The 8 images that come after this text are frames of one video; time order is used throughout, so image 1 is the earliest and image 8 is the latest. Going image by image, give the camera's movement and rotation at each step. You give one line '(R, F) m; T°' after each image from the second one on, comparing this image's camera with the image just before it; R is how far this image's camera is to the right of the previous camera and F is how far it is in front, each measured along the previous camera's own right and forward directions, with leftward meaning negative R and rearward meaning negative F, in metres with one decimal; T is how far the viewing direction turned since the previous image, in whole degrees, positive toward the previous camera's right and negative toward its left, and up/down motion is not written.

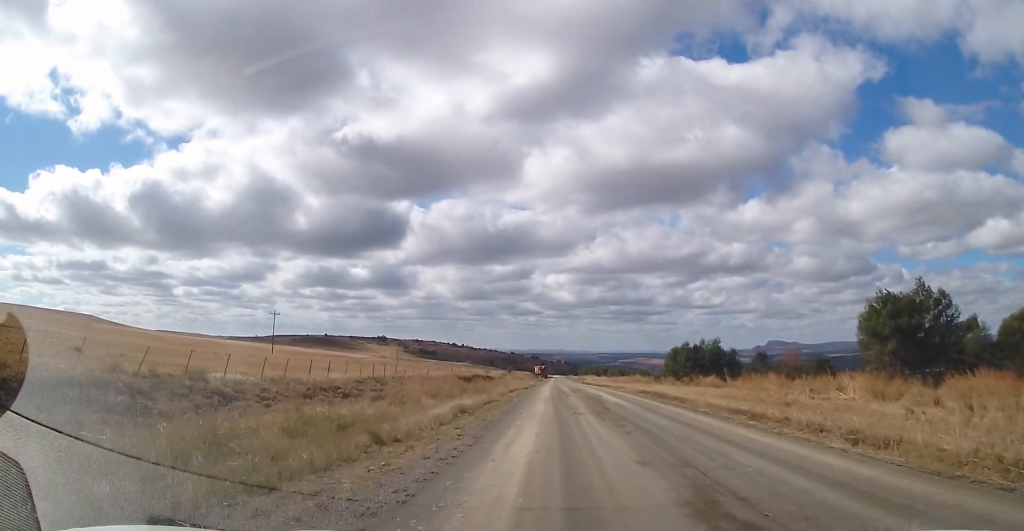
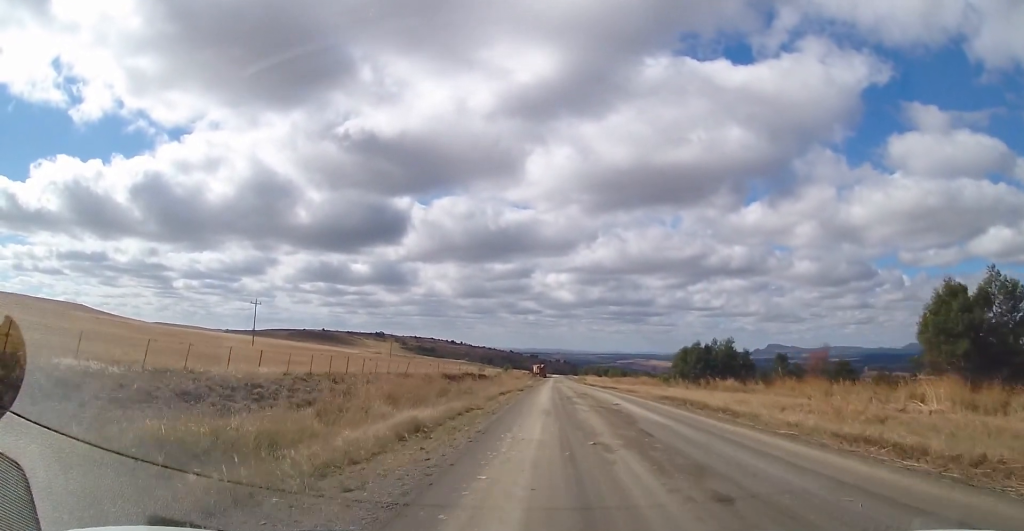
(-0.3, +8.8) m; 0°
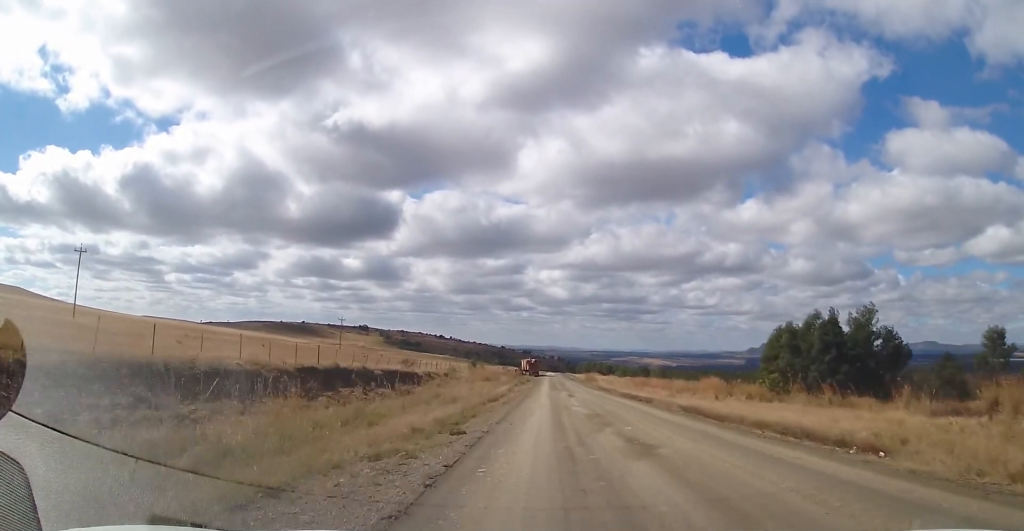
(+0.9, +50.0) m; +2°
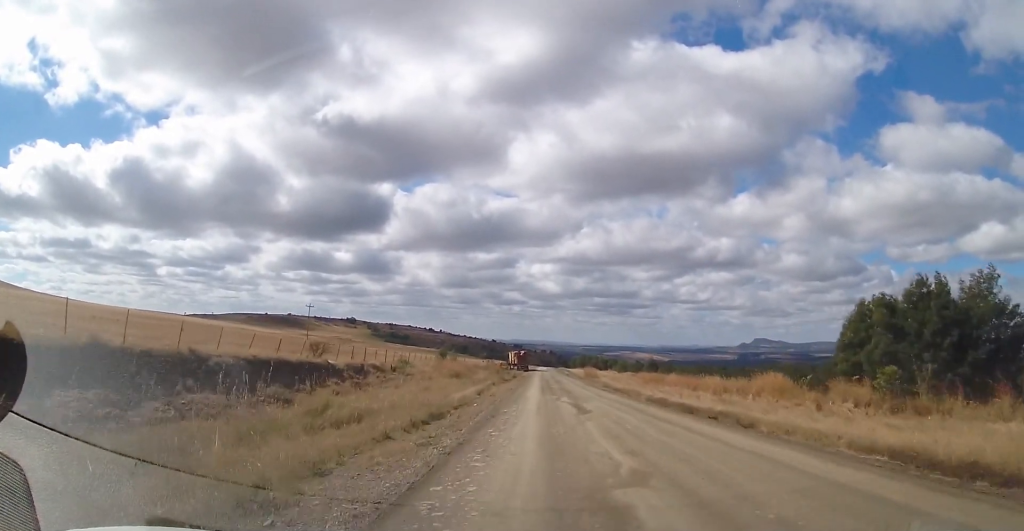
(+0.4, +19.0) m; 0°
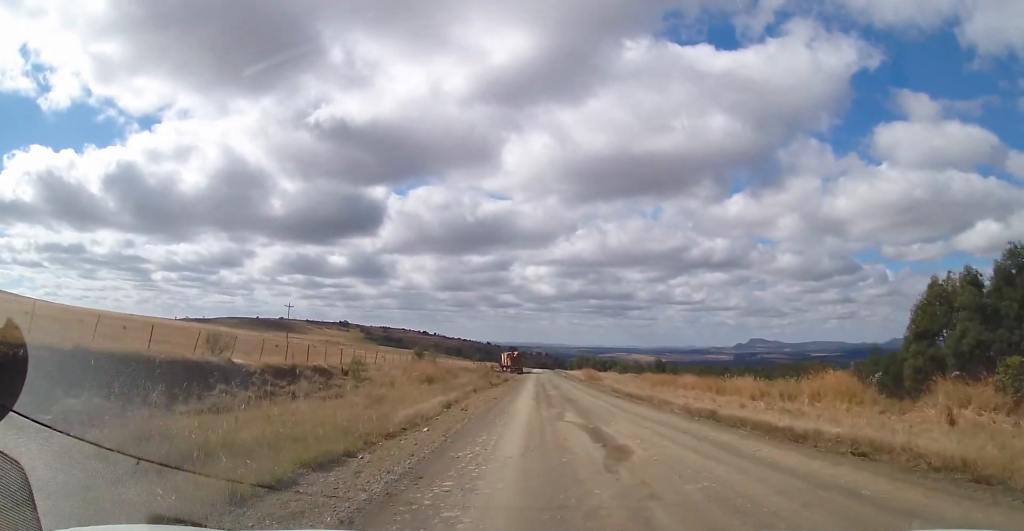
(-0.1, +10.2) m; 0°
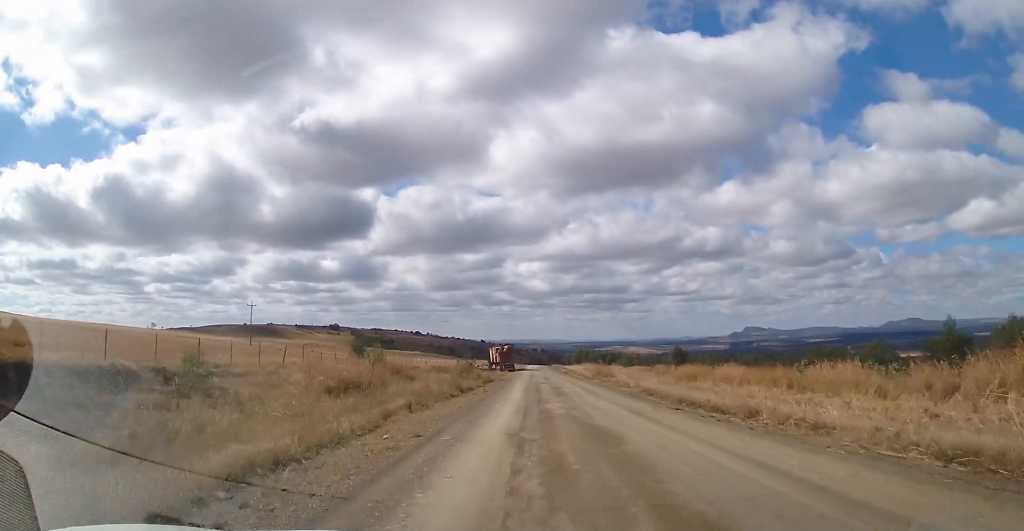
(-0.1, +17.0) m; 0°
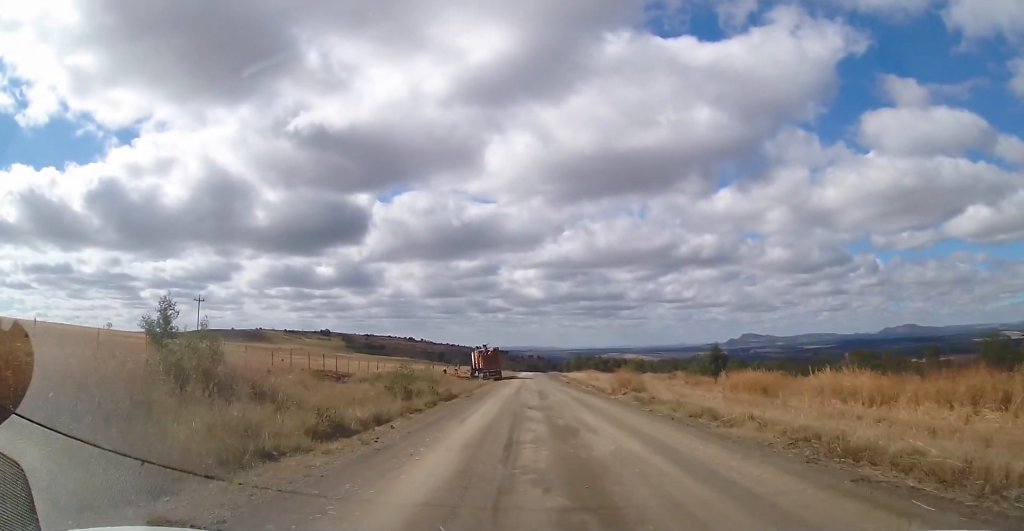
(+0.2, +20.6) m; +1°
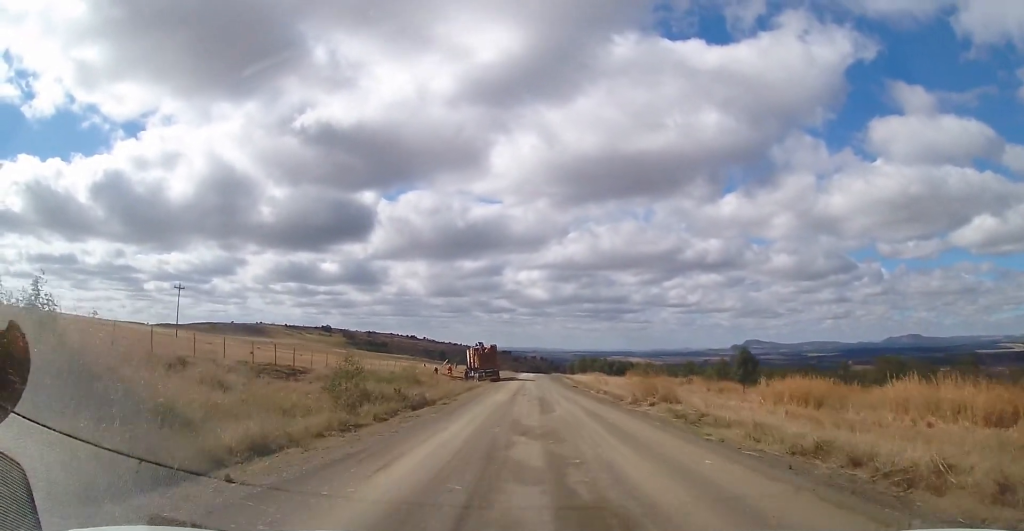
(+0.1, +8.3) m; +1°
